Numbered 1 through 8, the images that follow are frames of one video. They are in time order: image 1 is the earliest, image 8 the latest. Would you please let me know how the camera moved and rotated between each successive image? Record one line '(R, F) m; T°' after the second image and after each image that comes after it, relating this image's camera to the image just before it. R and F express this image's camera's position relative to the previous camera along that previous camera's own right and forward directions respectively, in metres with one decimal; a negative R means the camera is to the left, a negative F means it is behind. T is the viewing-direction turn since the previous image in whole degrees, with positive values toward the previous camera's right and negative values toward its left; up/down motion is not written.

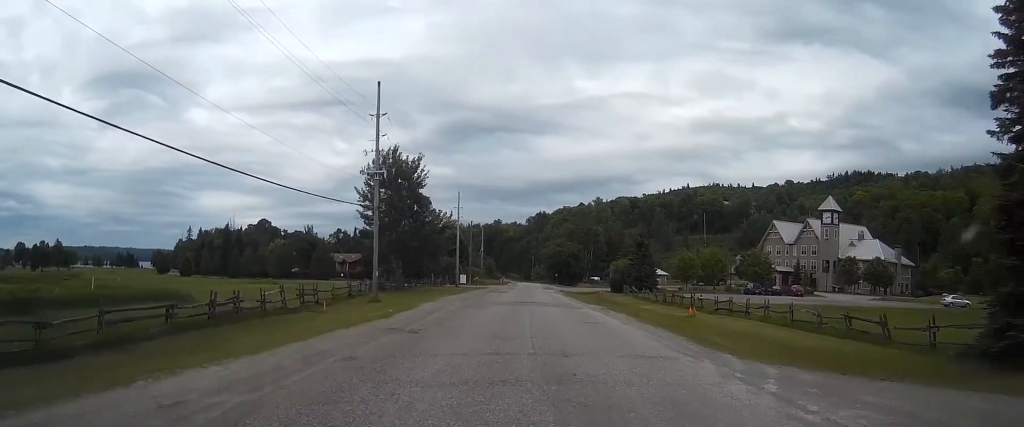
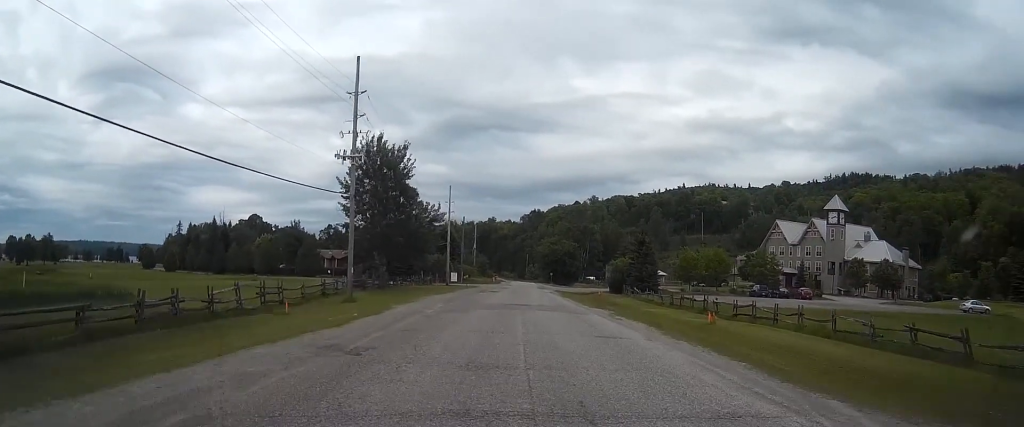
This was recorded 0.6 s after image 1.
(0.0, +5.7) m; +1°
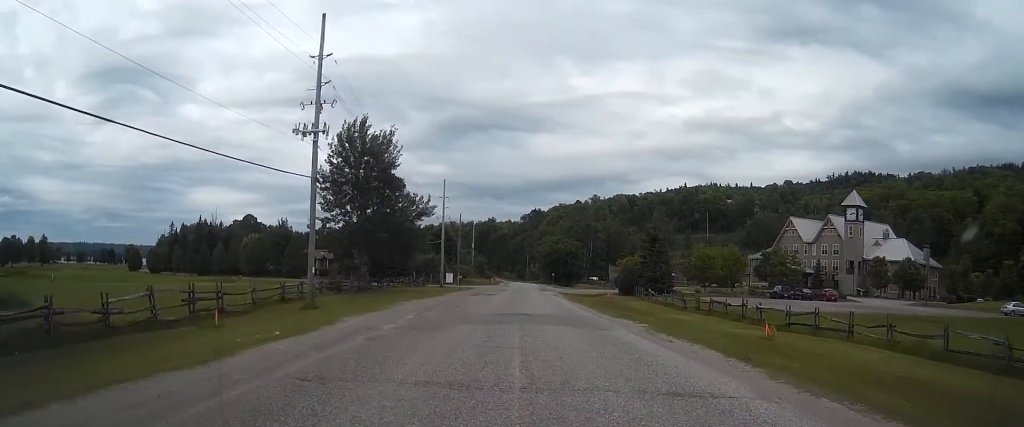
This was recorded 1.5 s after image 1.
(+0.1, +8.8) m; 0°
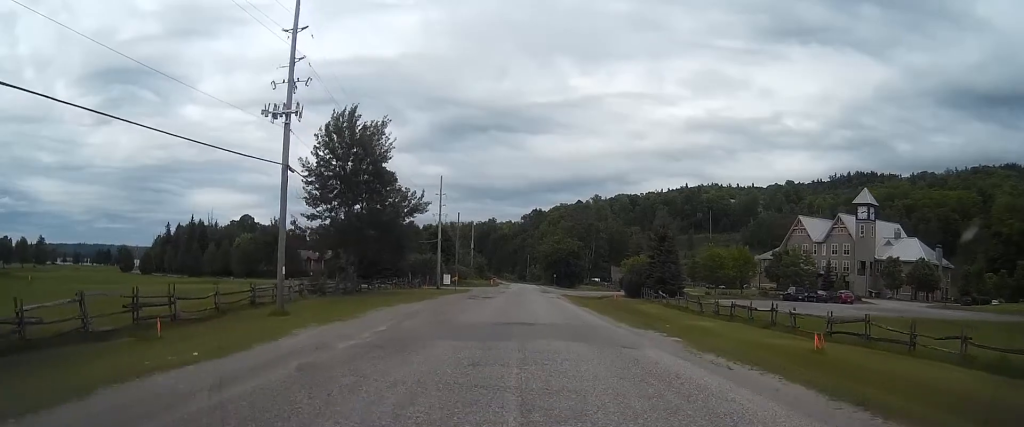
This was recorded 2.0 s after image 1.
(0.0, +4.9) m; 0°
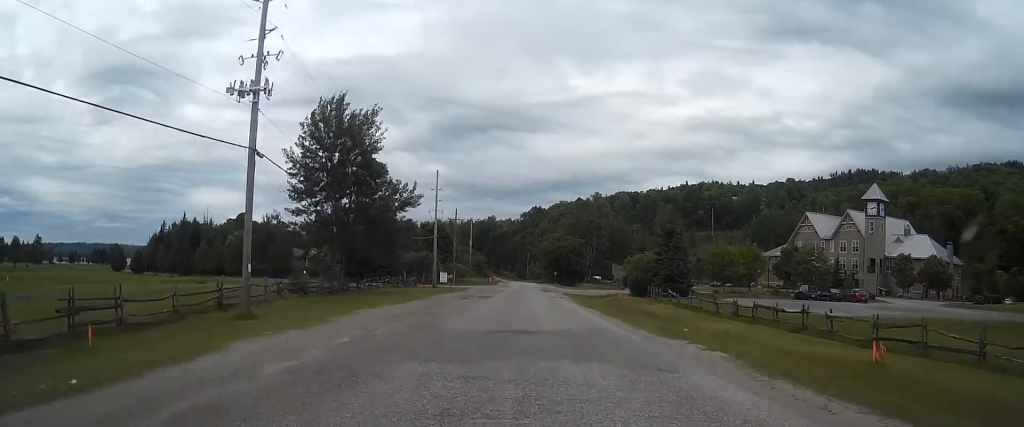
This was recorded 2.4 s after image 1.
(0.0, +4.3) m; 0°
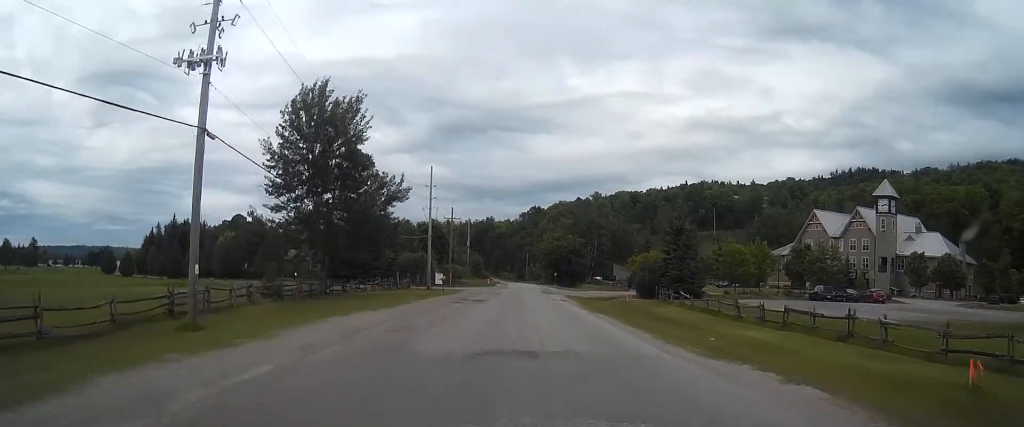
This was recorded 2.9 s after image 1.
(0.0, +5.0) m; 0°
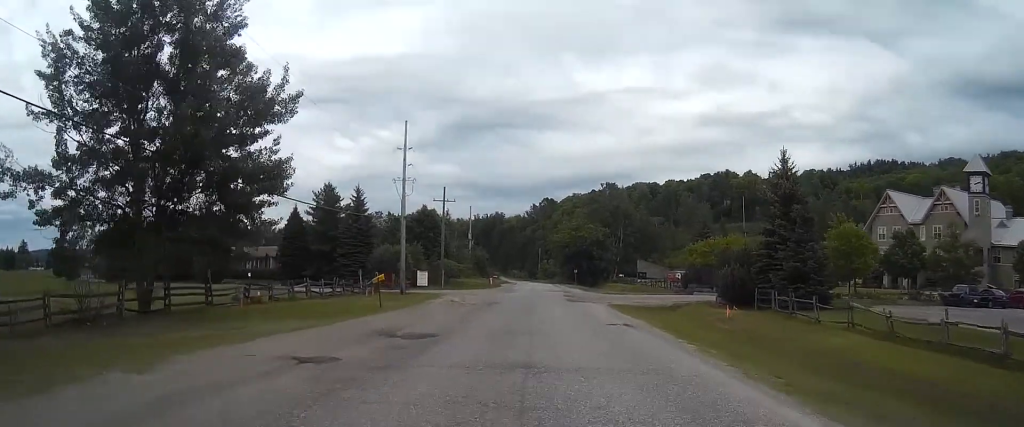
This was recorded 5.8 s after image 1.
(-0.1, +28.3) m; 0°
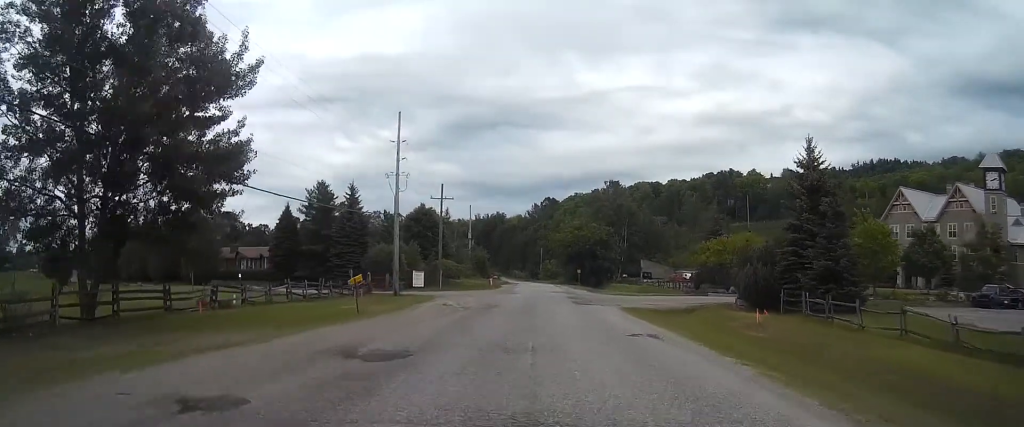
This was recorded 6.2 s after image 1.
(0.0, +4.2) m; 0°
